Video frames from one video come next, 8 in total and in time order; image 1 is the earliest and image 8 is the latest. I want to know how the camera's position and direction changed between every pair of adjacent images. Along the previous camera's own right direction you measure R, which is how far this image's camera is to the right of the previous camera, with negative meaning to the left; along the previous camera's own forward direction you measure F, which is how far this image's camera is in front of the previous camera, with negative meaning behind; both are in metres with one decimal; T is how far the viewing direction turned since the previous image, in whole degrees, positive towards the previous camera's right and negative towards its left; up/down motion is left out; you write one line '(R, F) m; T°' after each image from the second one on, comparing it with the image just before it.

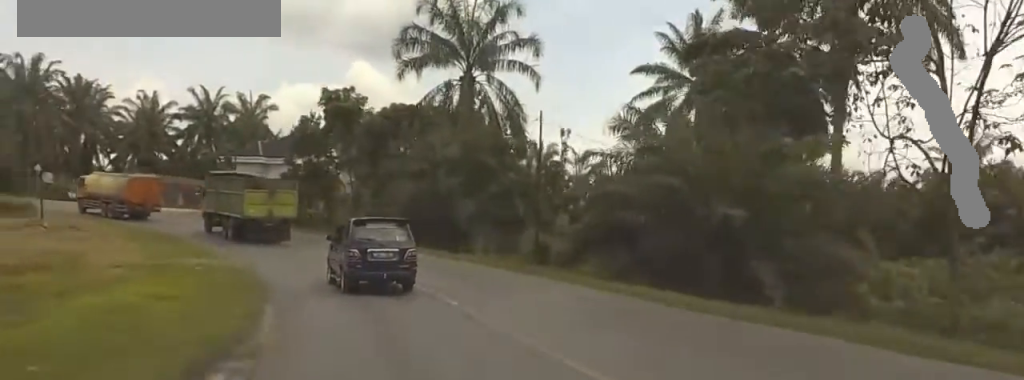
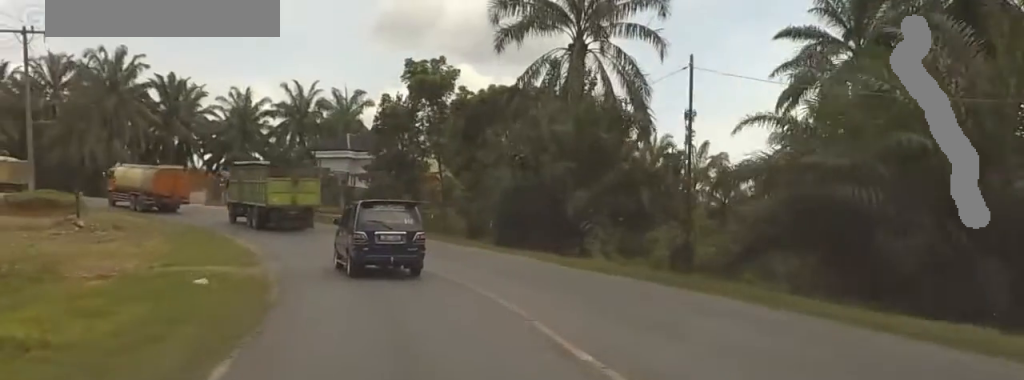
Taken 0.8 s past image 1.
(-0.6, +9.1) m; -7°
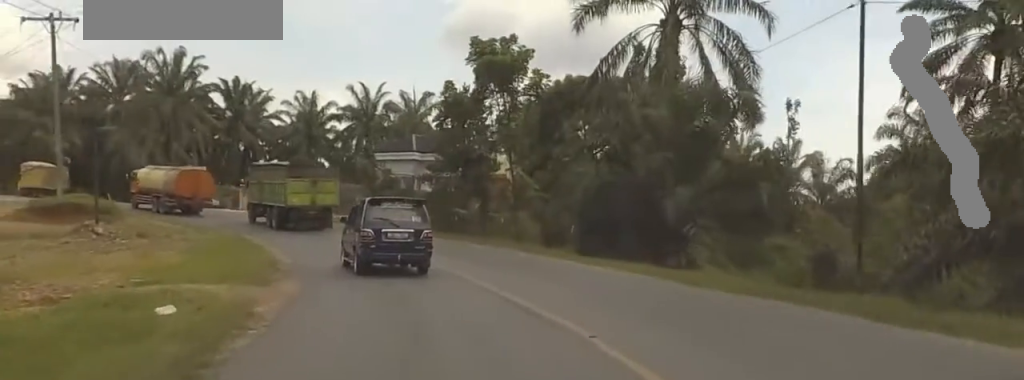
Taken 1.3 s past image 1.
(-0.4, +6.1) m; -3°
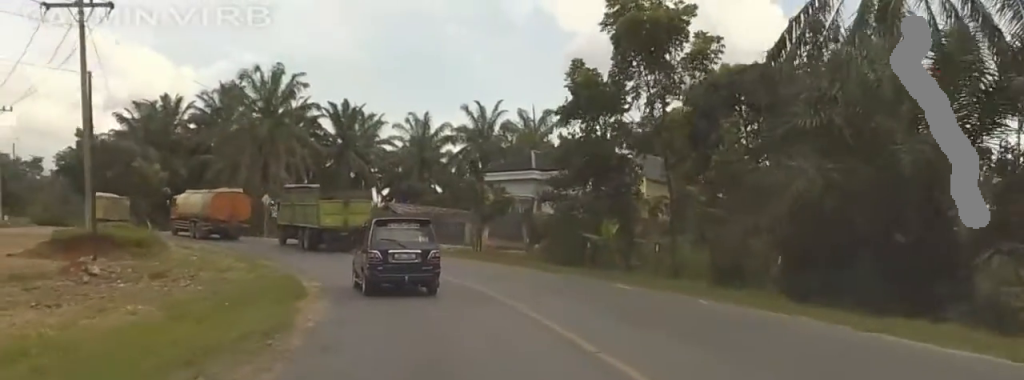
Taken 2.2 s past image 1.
(-0.4, +10.8) m; -8°
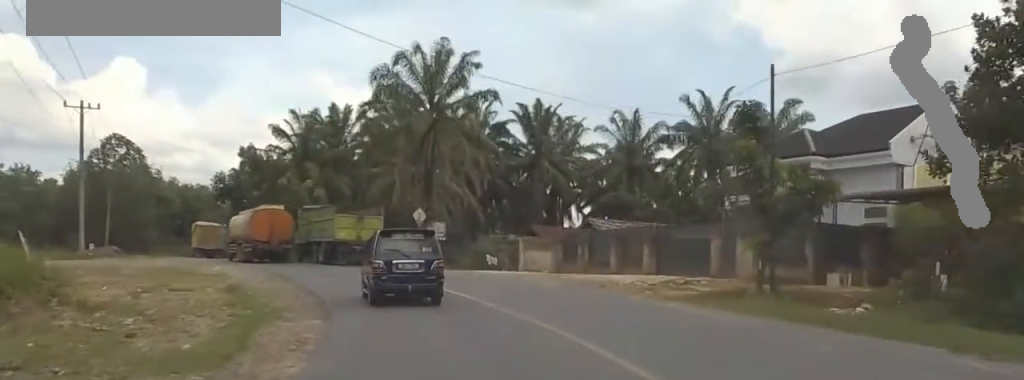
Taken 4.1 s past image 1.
(-1.8, +22.0) m; -8°
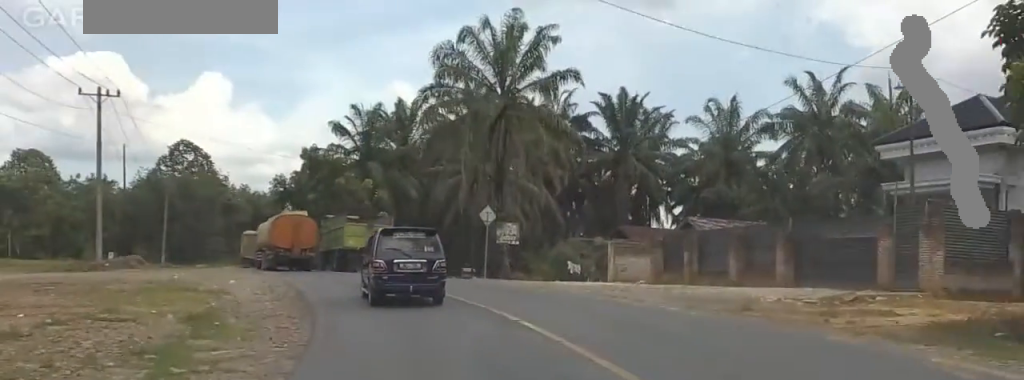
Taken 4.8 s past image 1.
(+0.1, +8.8) m; -6°
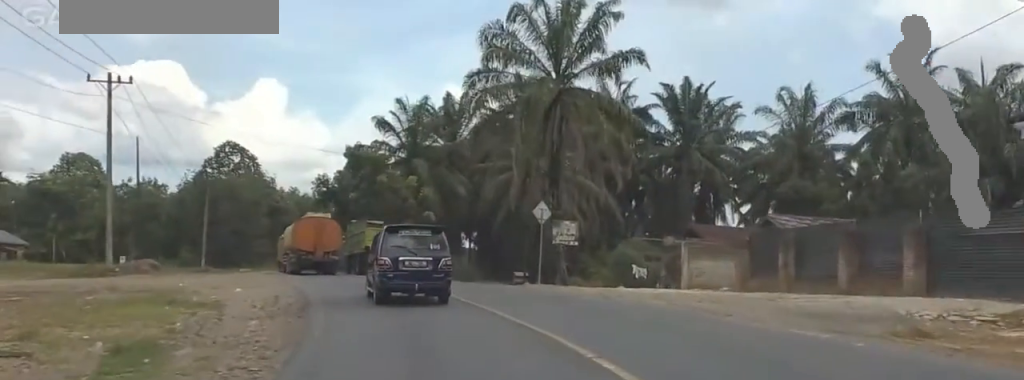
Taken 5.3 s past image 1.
(-1.3, +5.7) m; -4°
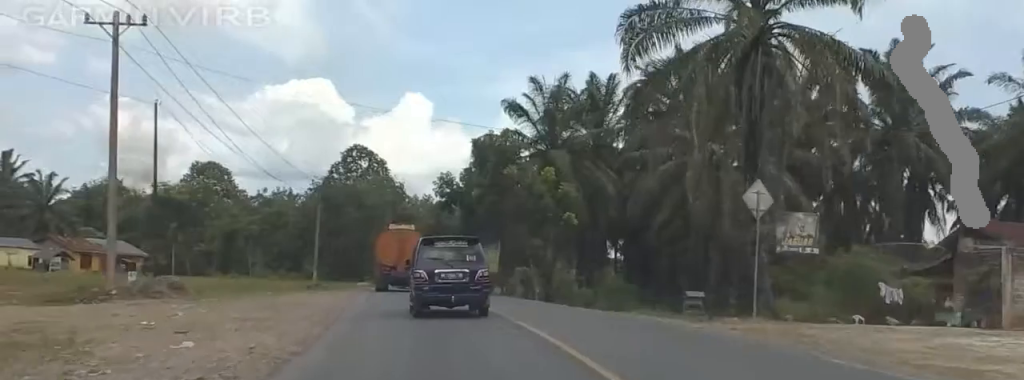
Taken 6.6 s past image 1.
(+0.5, +15.2) m; -2°
